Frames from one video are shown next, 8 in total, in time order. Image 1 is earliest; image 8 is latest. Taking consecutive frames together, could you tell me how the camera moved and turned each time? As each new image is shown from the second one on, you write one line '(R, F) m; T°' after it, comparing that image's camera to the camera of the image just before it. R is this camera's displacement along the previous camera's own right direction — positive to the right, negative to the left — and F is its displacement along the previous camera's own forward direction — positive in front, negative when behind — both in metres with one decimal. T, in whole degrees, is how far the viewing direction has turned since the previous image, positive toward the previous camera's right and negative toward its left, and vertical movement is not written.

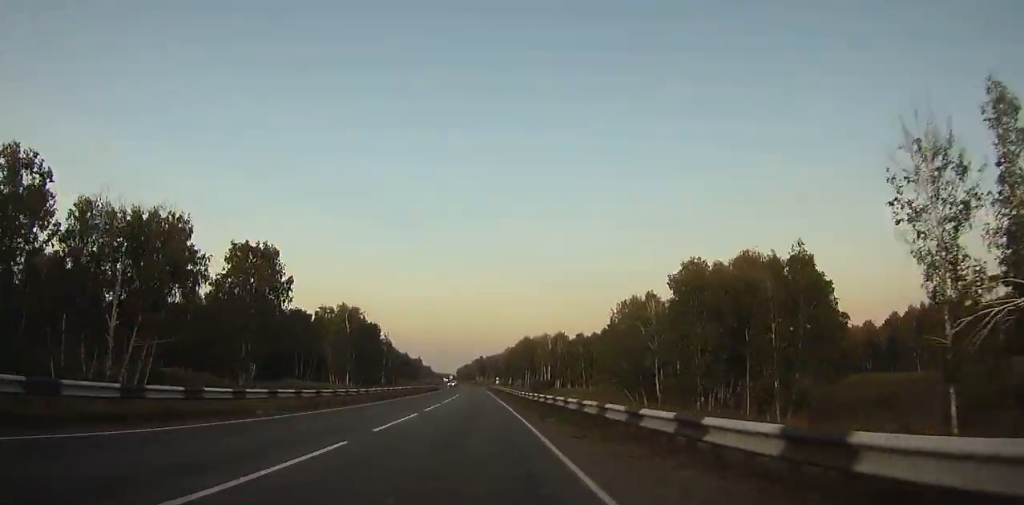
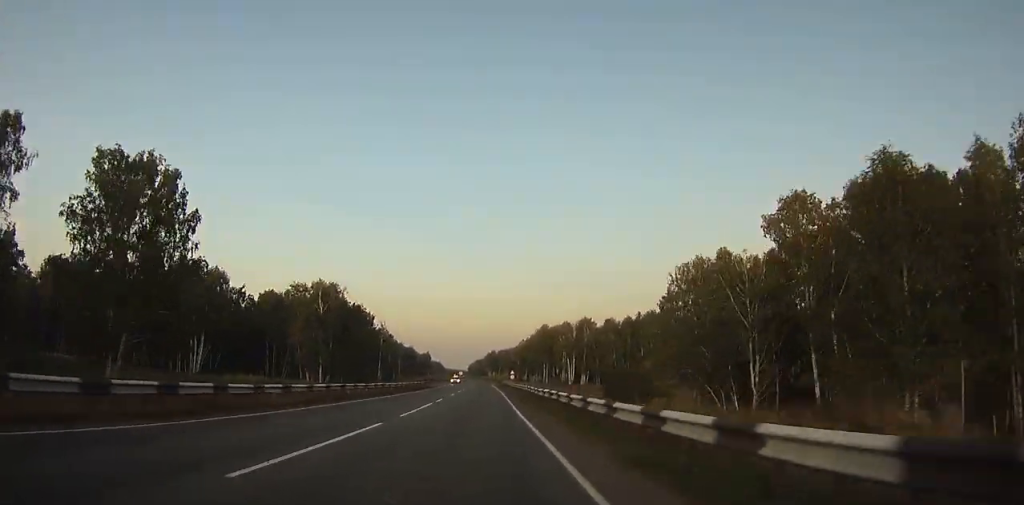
(-0.3, +32.9) m; -1°
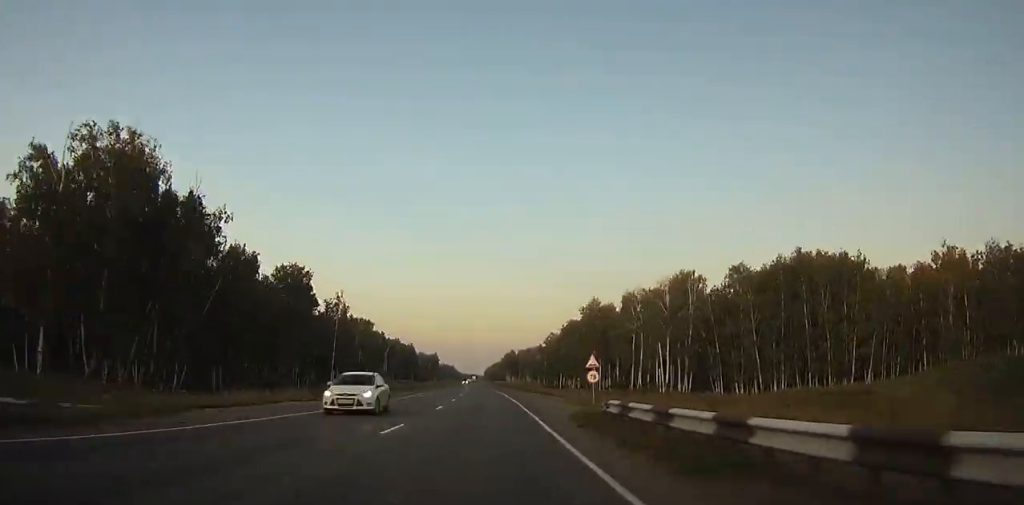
(-1.2, +76.5) m; -2°
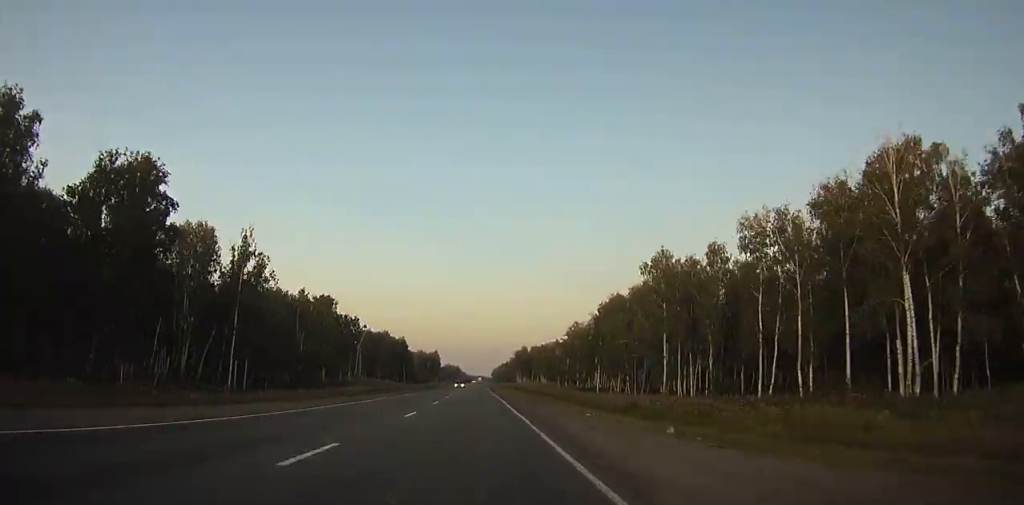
(-0.5, +54.1) m; -1°
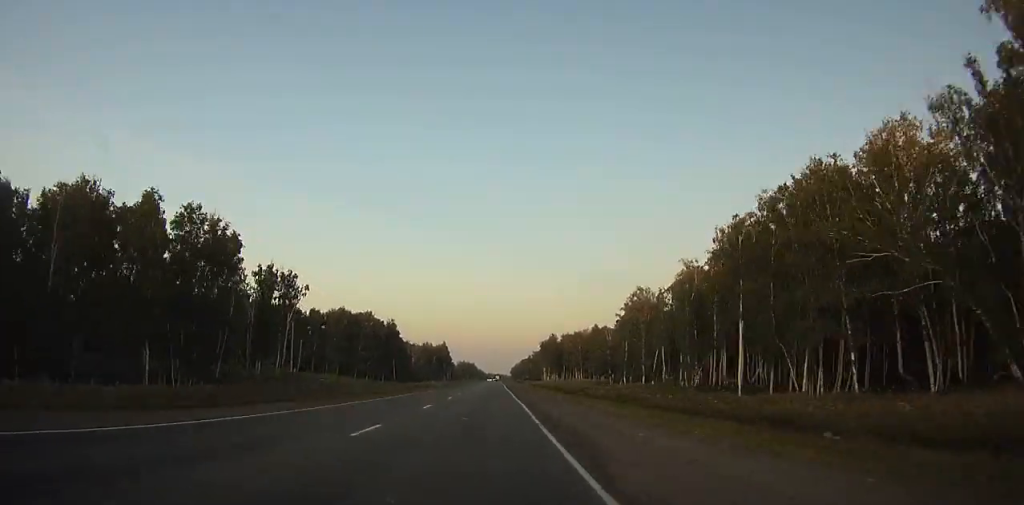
(-1.0, +67.3) m; -1°
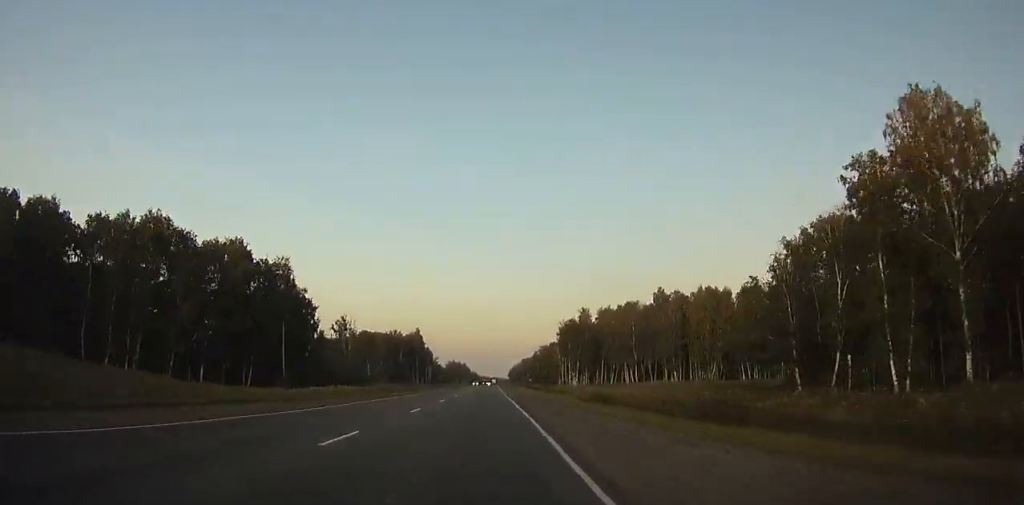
(-0.7, +98.7) m; -1°
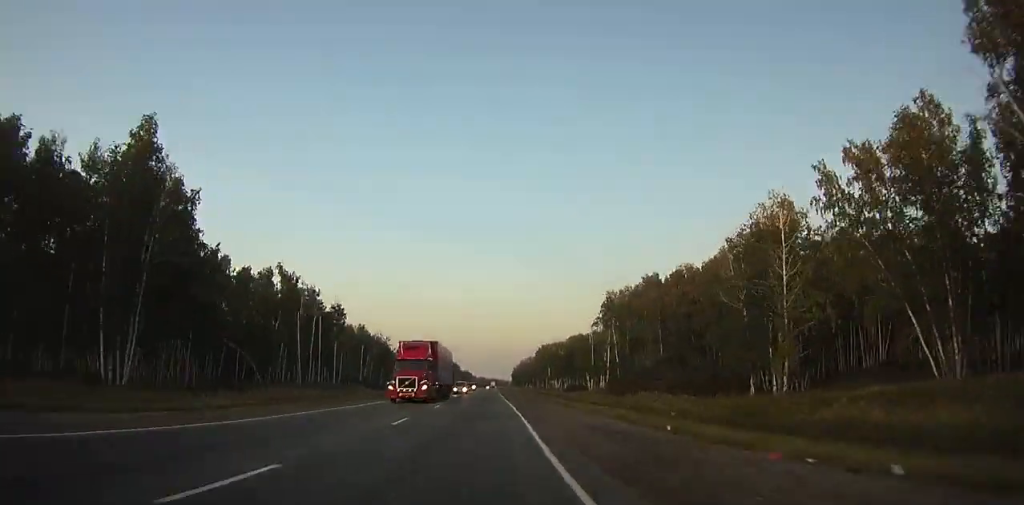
(+0.3, +181.6) m; 0°
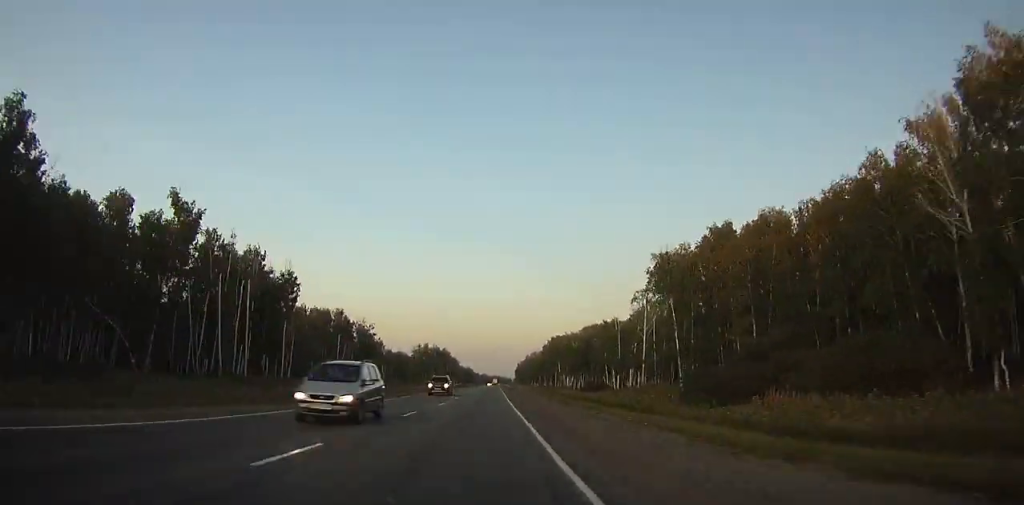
(+0.1, +33.6) m; 0°
